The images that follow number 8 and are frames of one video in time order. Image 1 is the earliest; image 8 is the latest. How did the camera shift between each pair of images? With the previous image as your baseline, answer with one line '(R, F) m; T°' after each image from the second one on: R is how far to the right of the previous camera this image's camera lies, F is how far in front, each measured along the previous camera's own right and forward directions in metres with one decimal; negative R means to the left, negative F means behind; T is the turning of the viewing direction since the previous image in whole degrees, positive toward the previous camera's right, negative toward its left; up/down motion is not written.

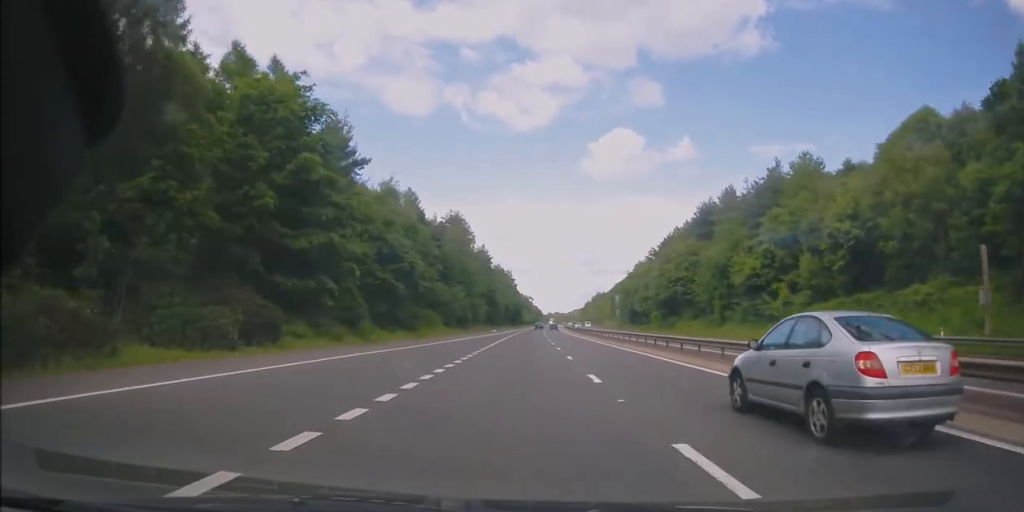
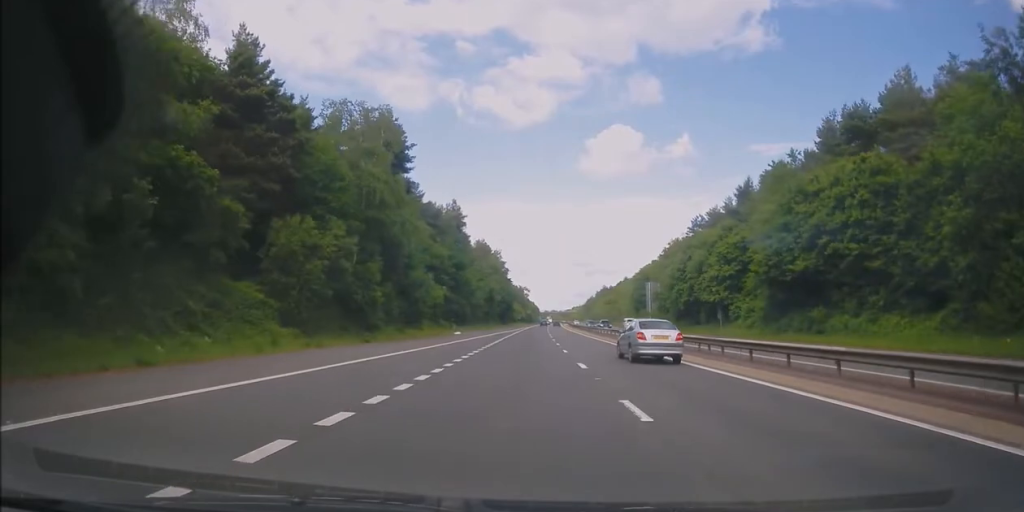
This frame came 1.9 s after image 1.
(+0.1, +51.3) m; 0°
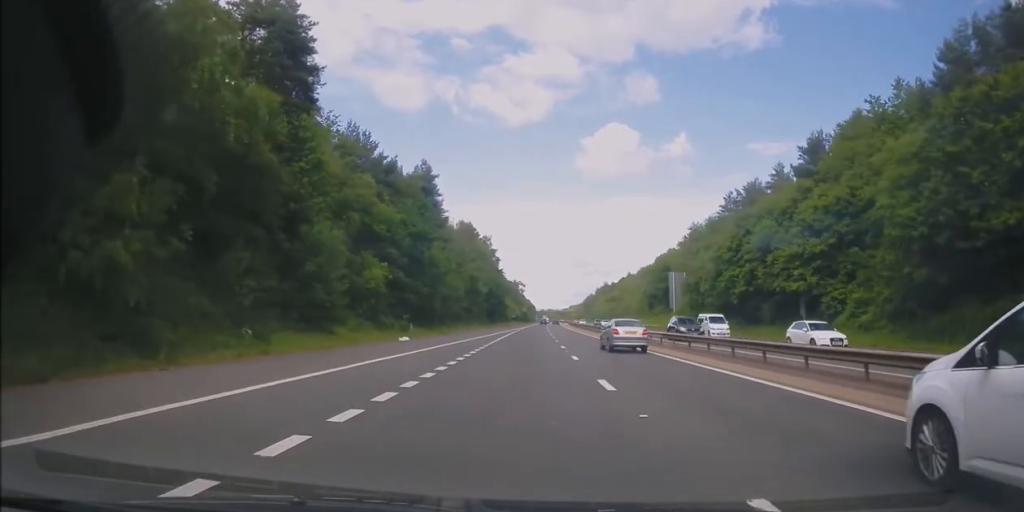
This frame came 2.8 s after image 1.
(-0.1, +24.1) m; 0°
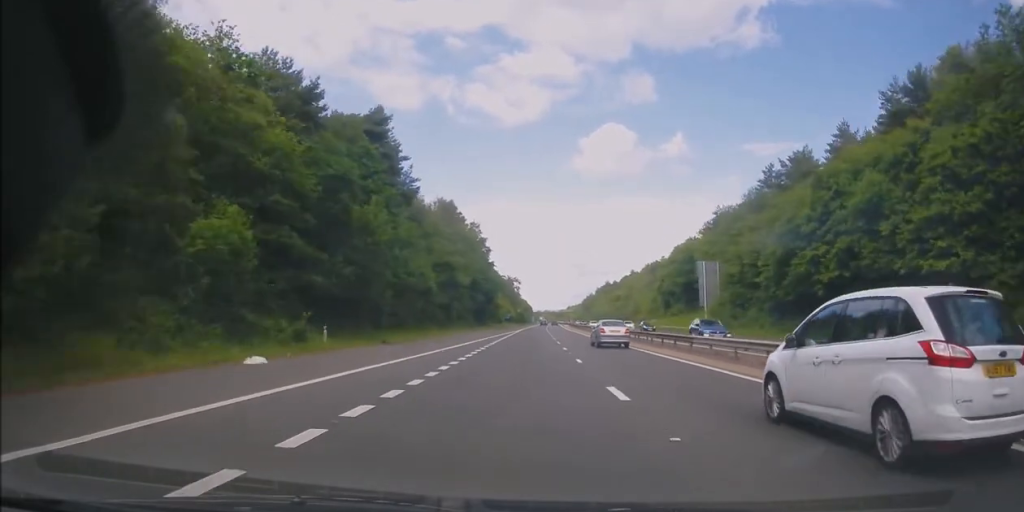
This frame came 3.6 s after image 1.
(0.0, +19.7) m; 0°
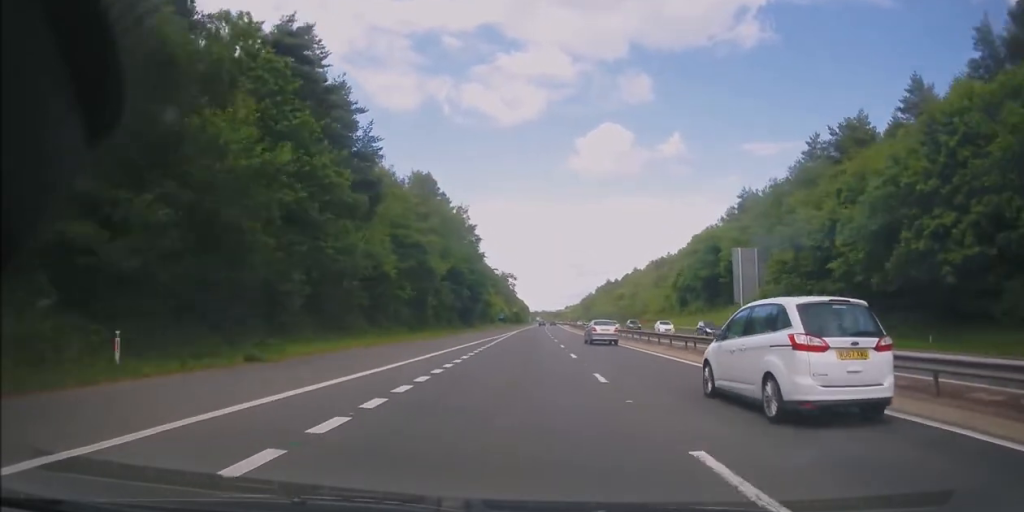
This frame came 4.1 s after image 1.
(0.0, +15.3) m; +1°
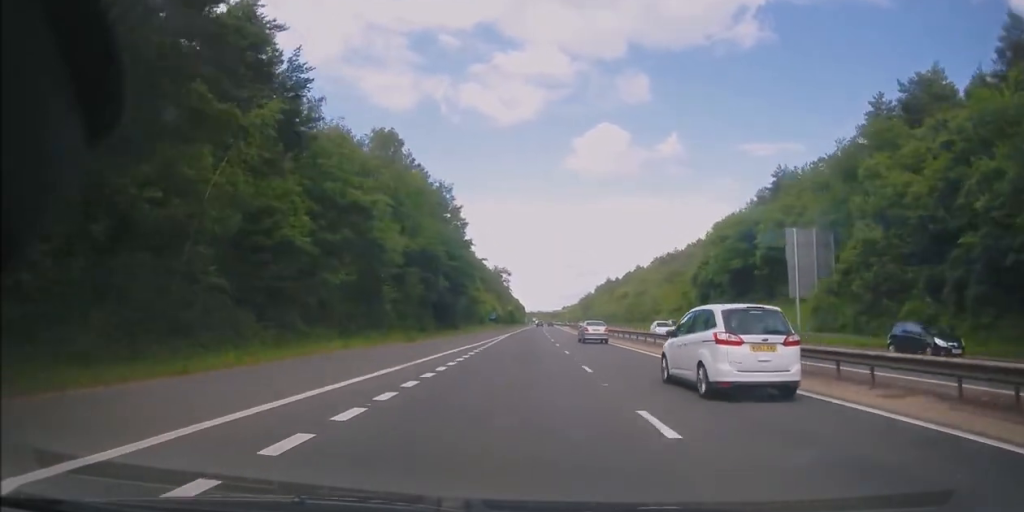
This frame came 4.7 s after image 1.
(+0.1, +15.3) m; 0°
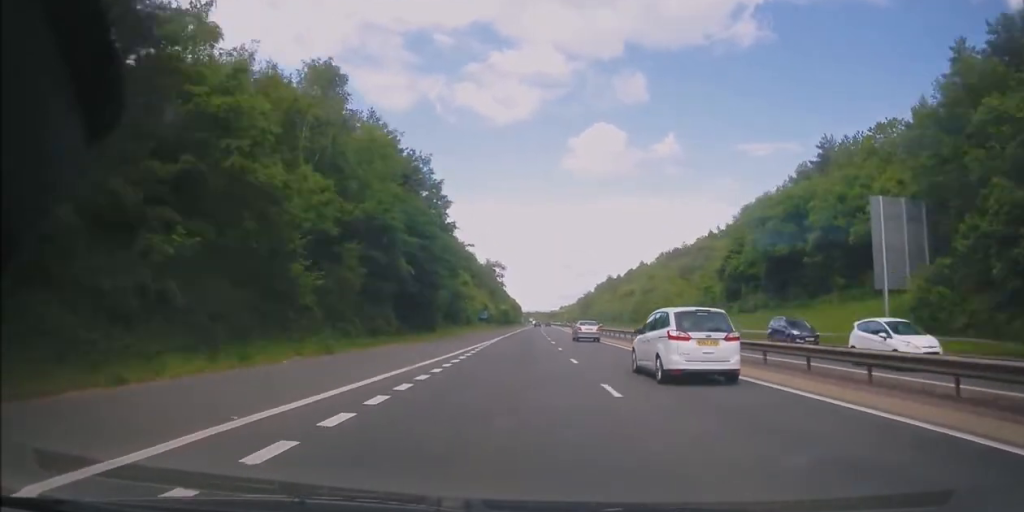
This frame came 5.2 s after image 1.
(+0.1, +14.5) m; 0°
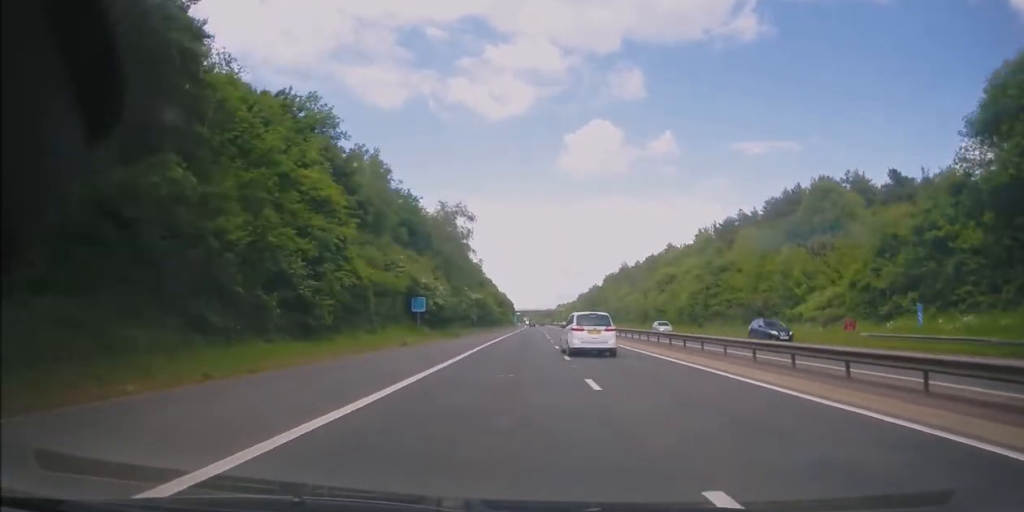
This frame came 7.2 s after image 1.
(0.0, +53.7) m; 0°
